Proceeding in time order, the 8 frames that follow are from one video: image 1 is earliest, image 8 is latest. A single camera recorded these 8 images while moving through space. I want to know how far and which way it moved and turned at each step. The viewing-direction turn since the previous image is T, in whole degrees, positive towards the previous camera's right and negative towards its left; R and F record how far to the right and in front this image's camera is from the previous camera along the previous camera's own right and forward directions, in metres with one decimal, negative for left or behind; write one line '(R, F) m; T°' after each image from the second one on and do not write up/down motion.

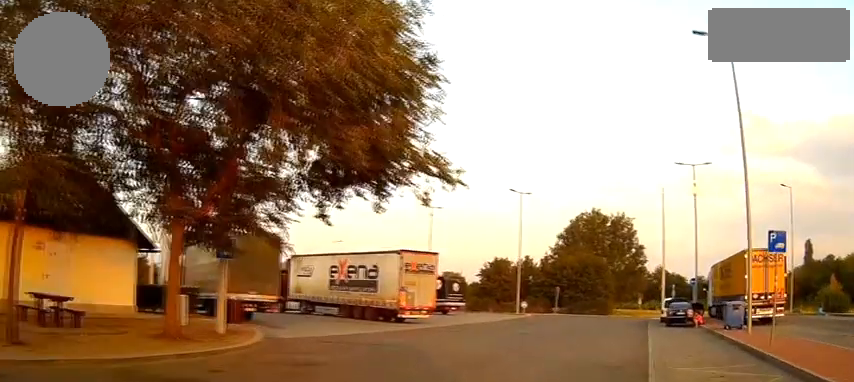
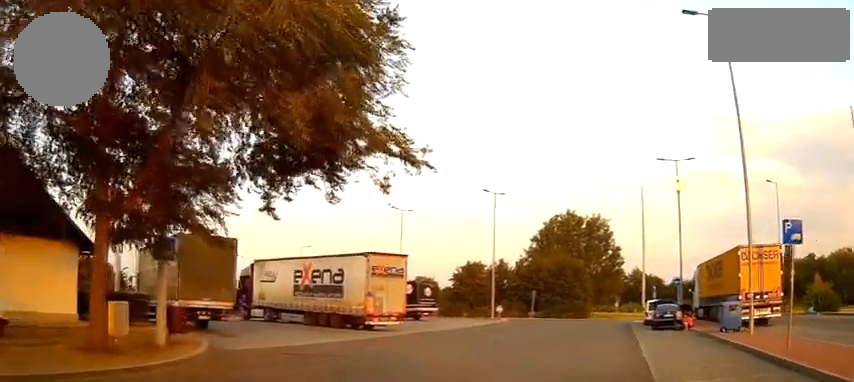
(0.0, +2.1) m; +3°
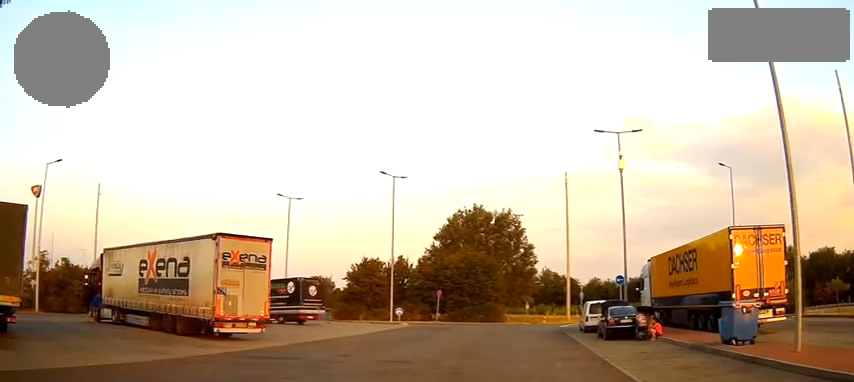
(+0.8, +8.0) m; +9°
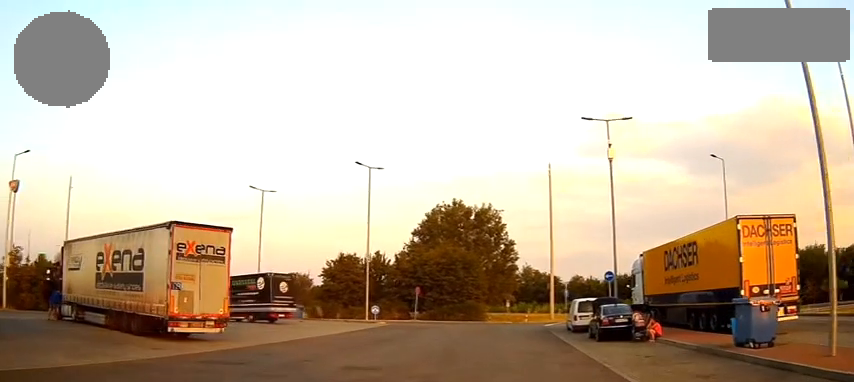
(0.0, +2.2) m; +1°
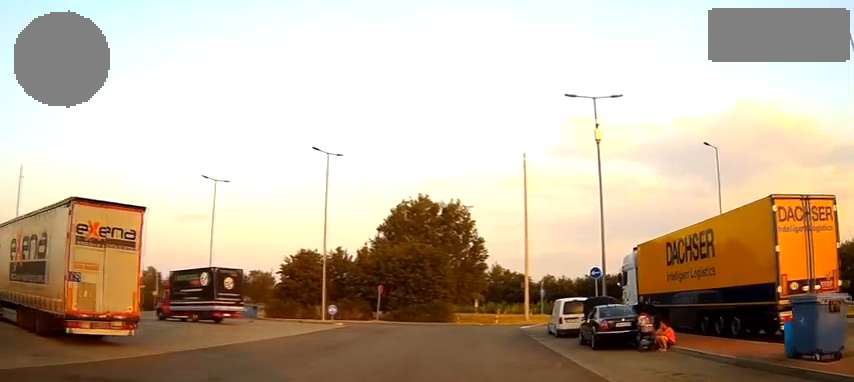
(0.0, +4.3) m; +3°
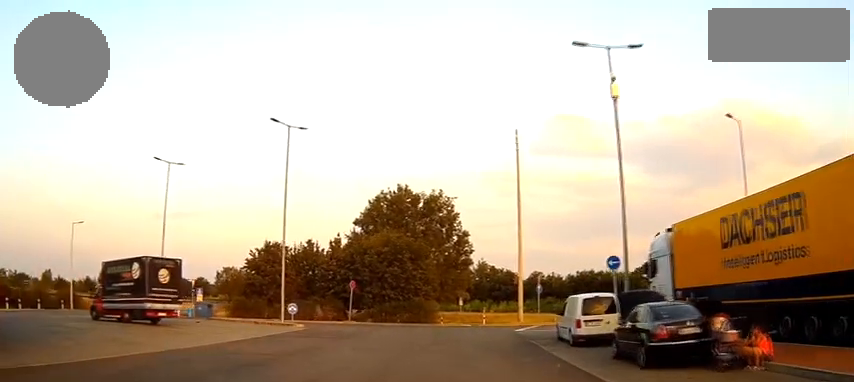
(+0.4, +6.7) m; +3°
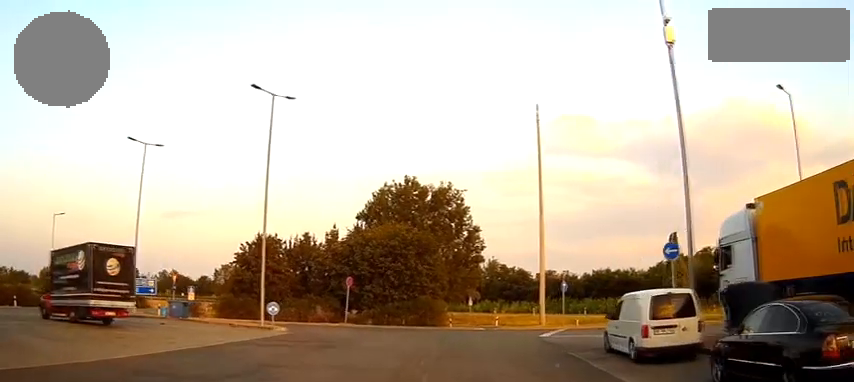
(0.0, +6.1) m; -1°
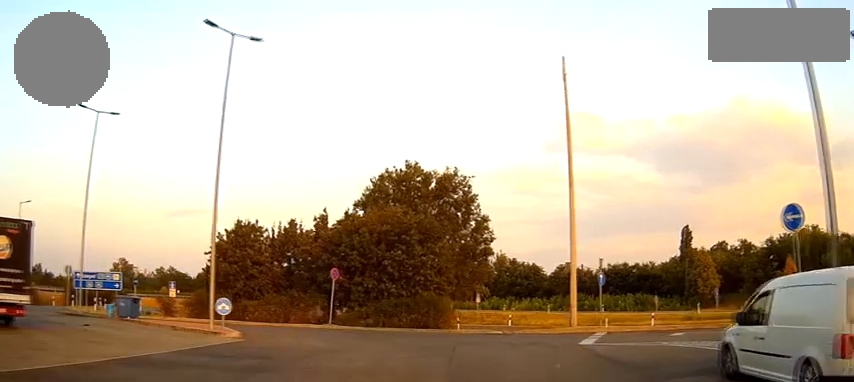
(-0.1, +8.0) m; +1°
